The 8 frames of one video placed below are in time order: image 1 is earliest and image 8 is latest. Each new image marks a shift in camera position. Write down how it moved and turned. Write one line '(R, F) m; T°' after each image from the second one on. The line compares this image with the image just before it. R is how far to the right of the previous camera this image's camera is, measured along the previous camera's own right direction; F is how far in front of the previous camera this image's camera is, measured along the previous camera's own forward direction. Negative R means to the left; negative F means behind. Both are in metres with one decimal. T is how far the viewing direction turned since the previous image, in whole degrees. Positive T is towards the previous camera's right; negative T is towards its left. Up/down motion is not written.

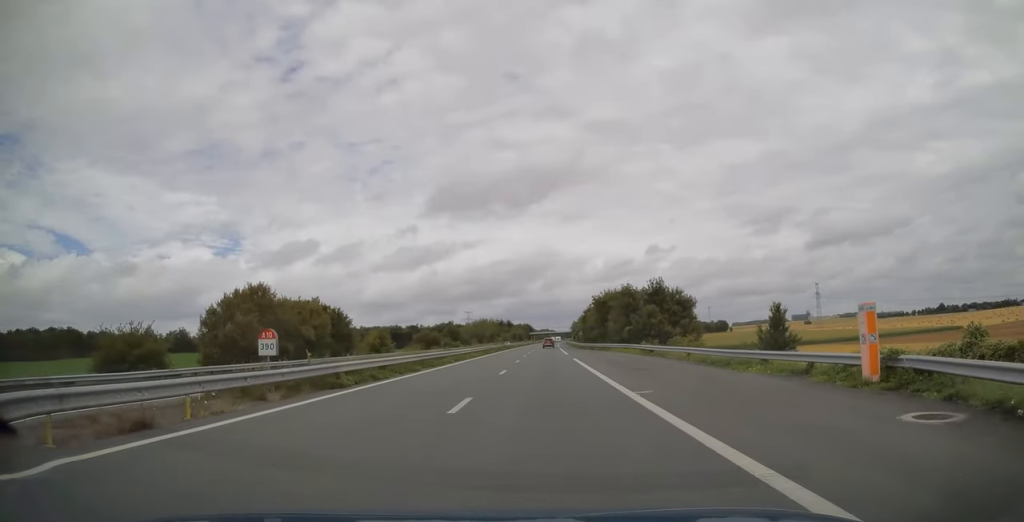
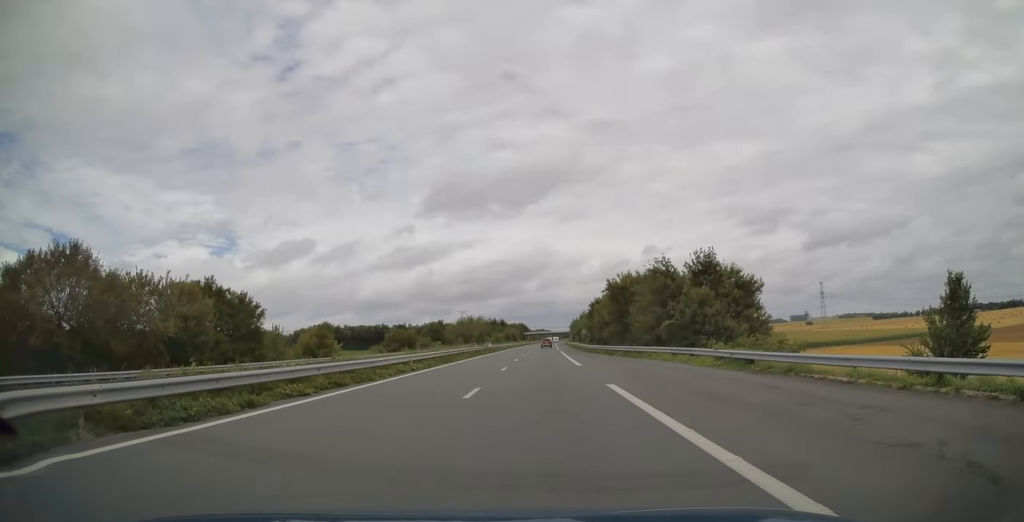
(+0.2, +23.1) m; 0°
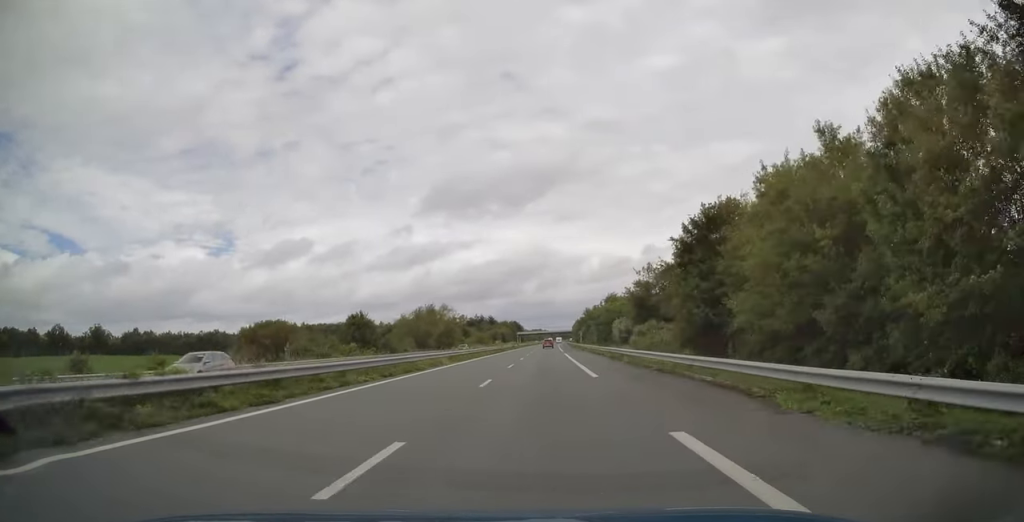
(+0.3, +61.2) m; +1°
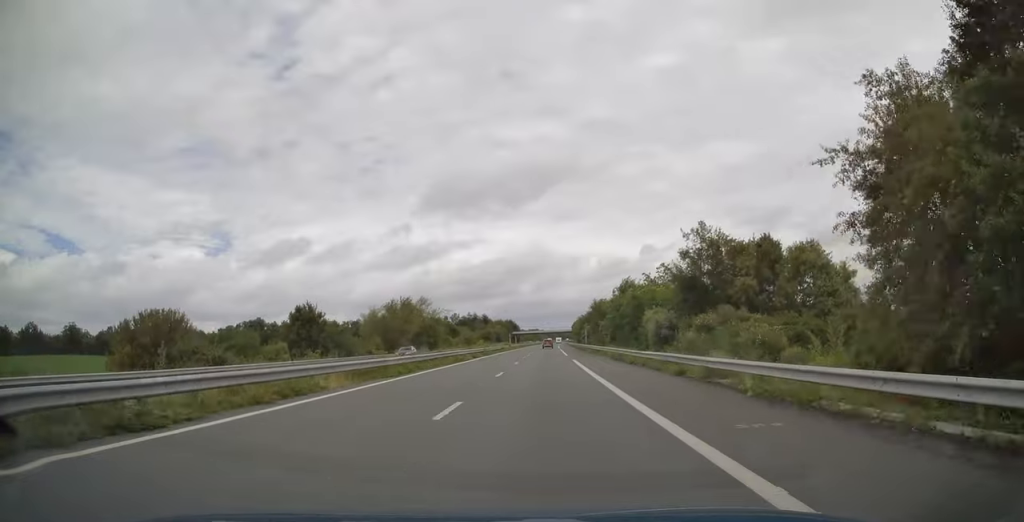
(+0.1, +20.9) m; 0°
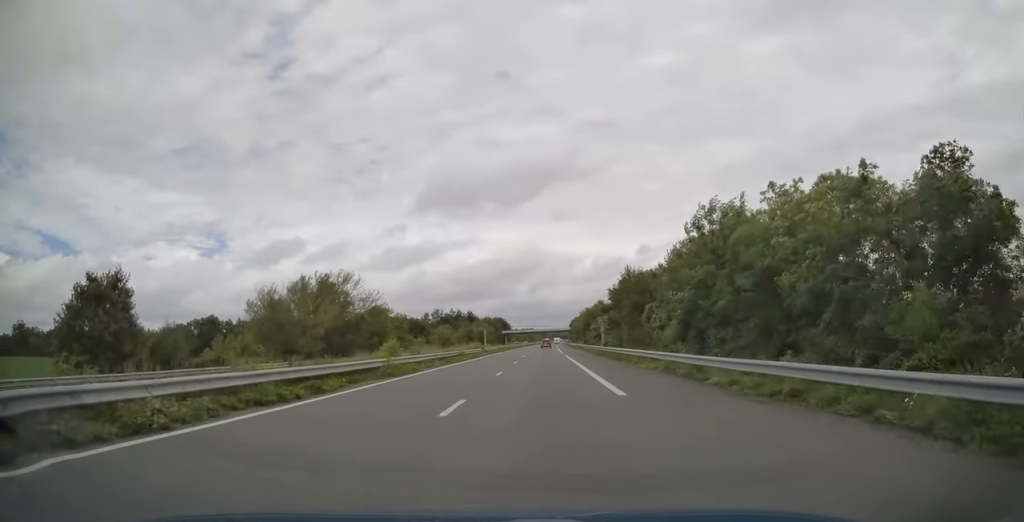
(0.0, +38.2) m; +1°
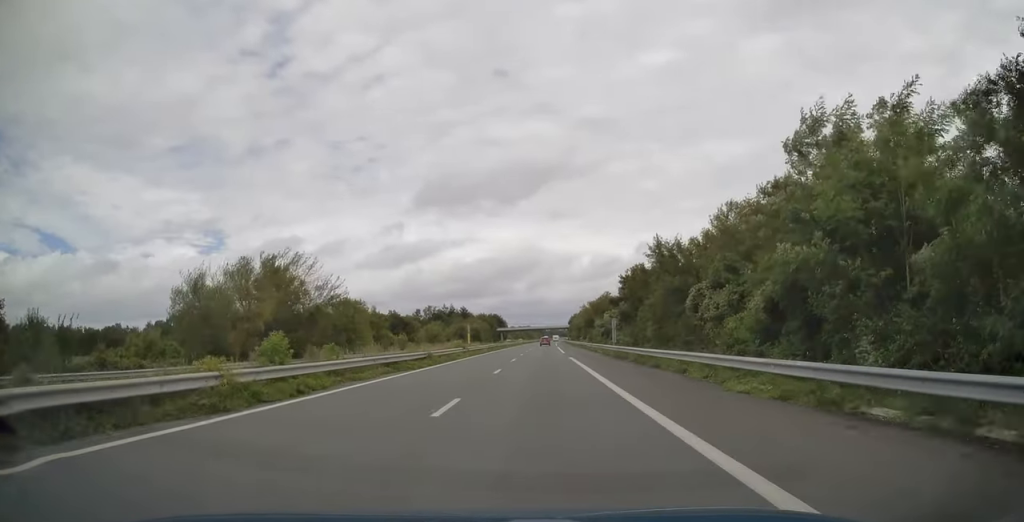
(+0.1, +13.4) m; 0°
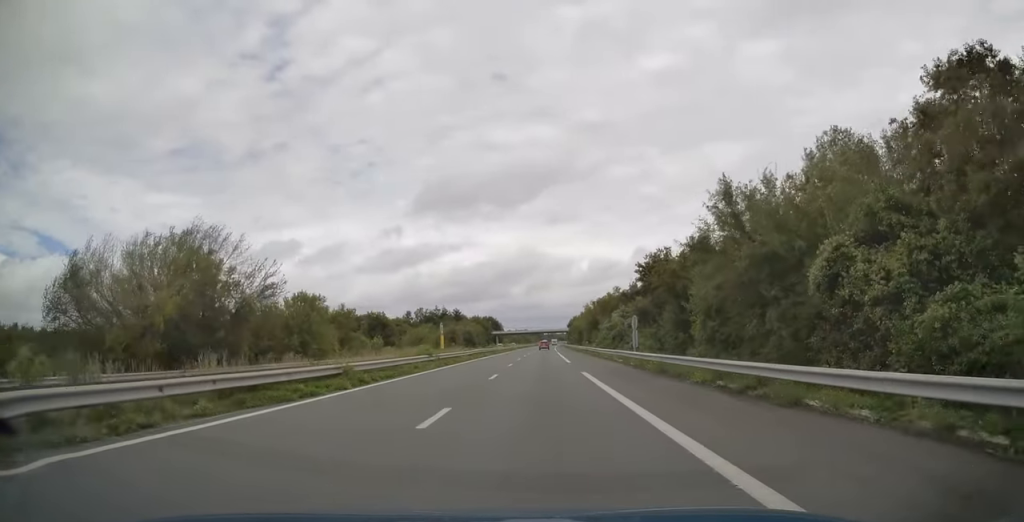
(0.0, +14.0) m; 0°
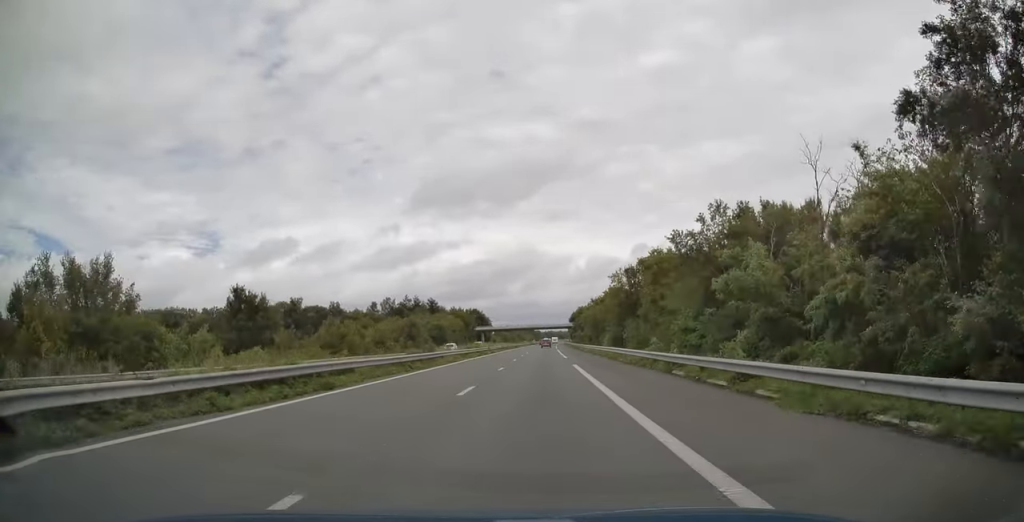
(0.0, +46.2) m; 0°
